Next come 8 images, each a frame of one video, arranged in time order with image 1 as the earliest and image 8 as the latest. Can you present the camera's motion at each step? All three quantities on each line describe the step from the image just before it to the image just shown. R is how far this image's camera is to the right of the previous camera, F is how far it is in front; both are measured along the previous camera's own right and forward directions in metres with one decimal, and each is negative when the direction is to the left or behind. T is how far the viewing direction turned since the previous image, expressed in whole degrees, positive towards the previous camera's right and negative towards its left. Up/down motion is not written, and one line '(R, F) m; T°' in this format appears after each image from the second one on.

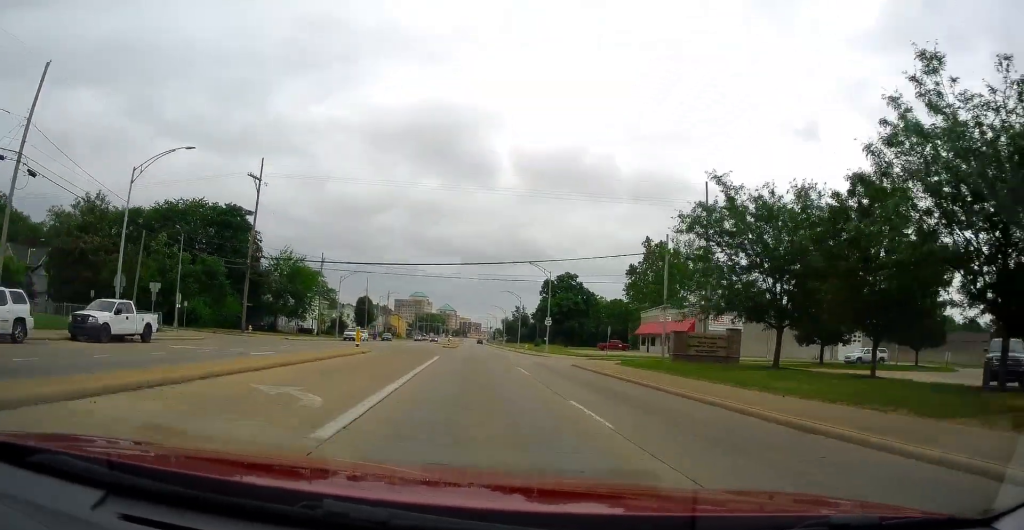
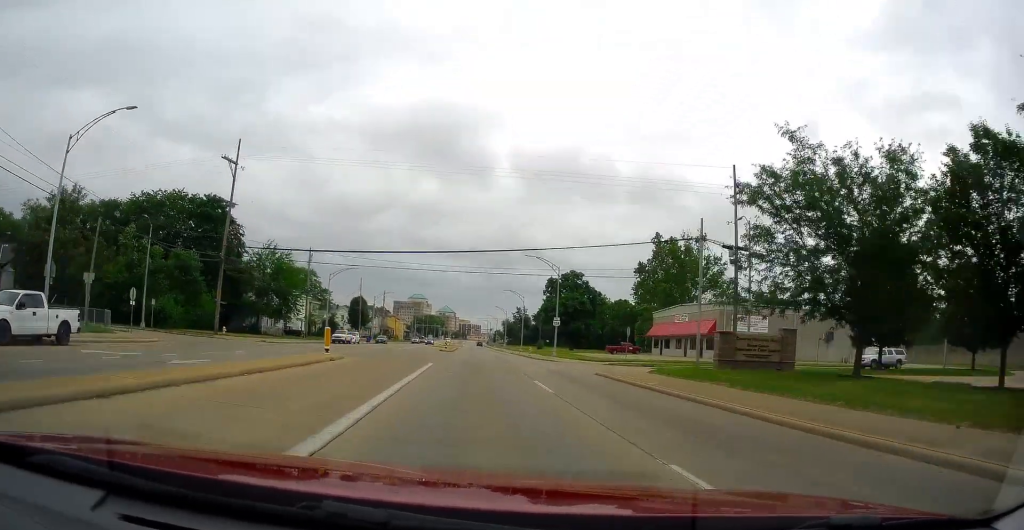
(+0.2, +6.7) m; +1°
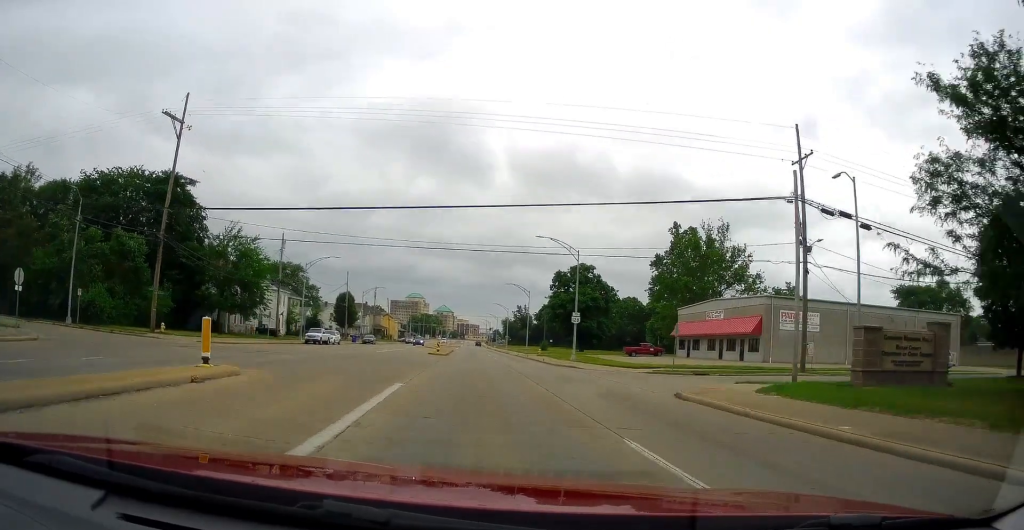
(+0.2, +11.7) m; +1°
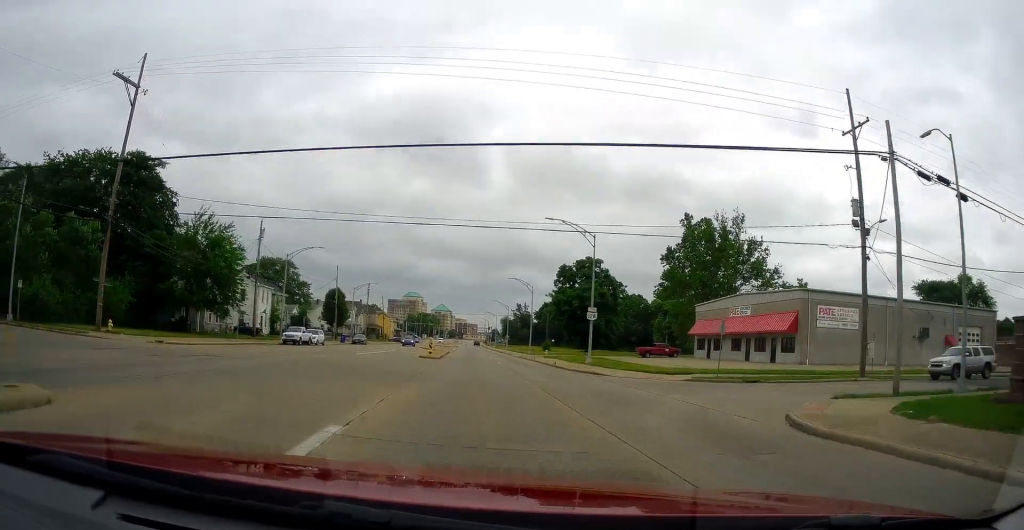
(0.0, +7.2) m; -1°
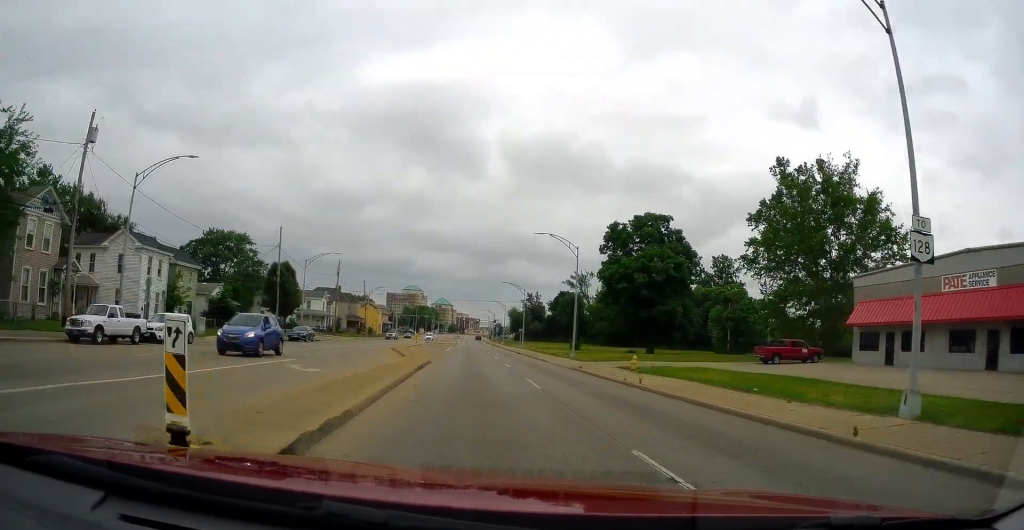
(-0.3, +33.1) m; -1°
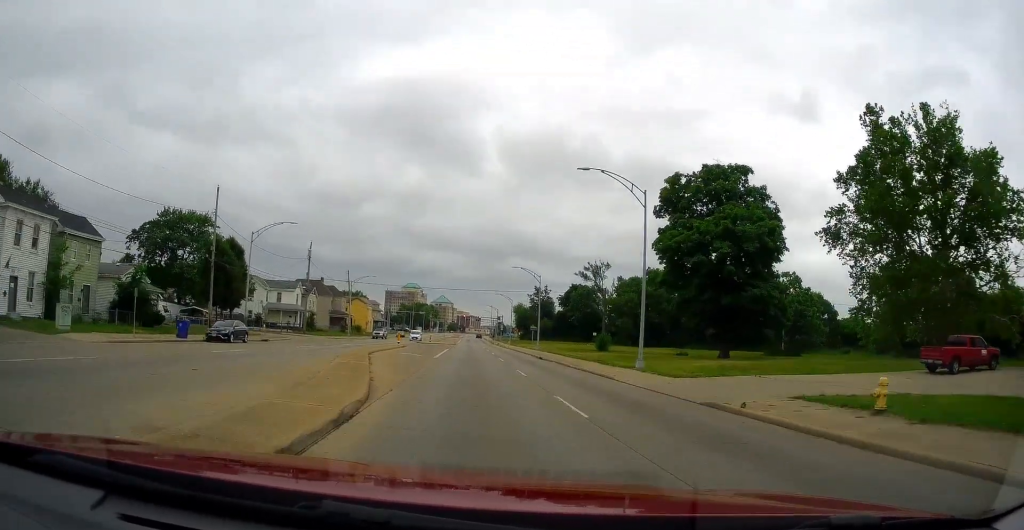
(-0.5, +19.4) m; -1°
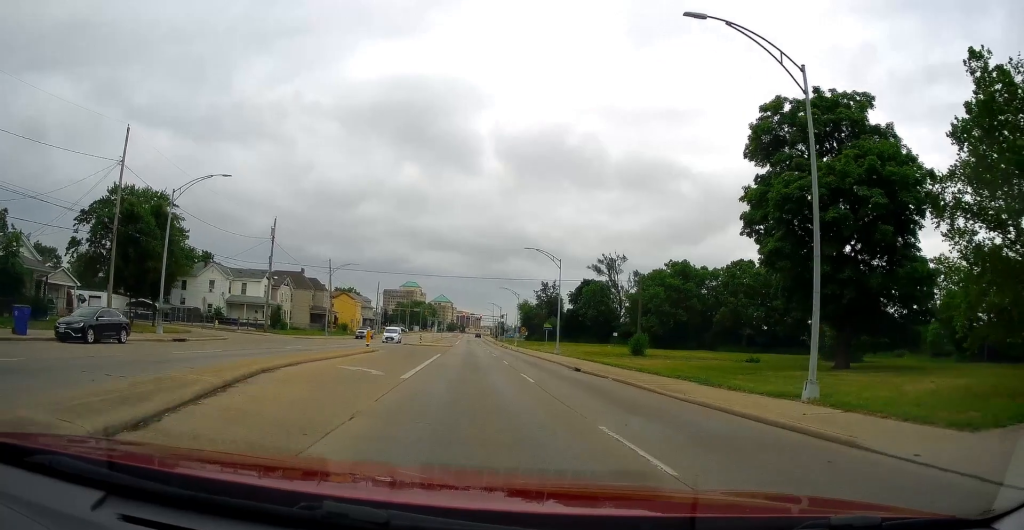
(+0.6, +16.0) m; +2°
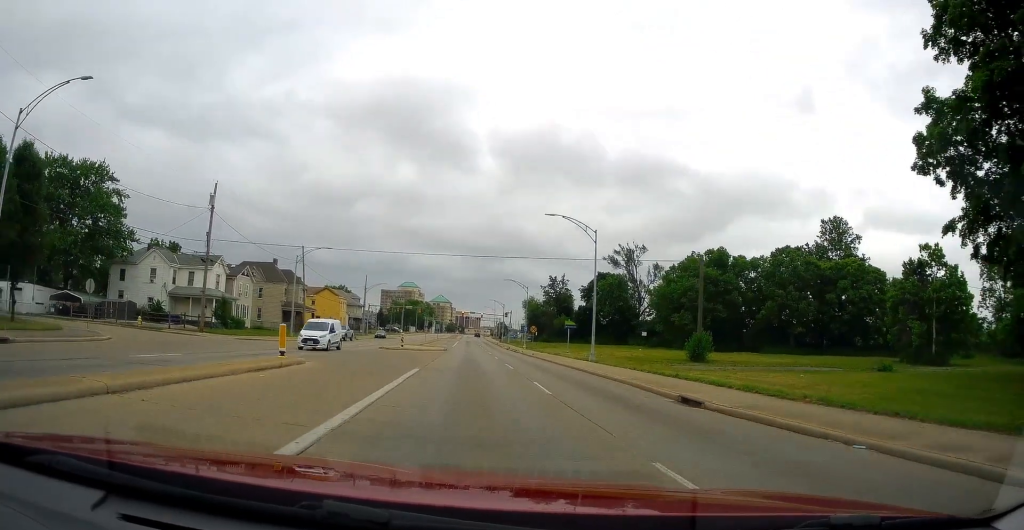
(-0.3, +16.6) m; 0°
